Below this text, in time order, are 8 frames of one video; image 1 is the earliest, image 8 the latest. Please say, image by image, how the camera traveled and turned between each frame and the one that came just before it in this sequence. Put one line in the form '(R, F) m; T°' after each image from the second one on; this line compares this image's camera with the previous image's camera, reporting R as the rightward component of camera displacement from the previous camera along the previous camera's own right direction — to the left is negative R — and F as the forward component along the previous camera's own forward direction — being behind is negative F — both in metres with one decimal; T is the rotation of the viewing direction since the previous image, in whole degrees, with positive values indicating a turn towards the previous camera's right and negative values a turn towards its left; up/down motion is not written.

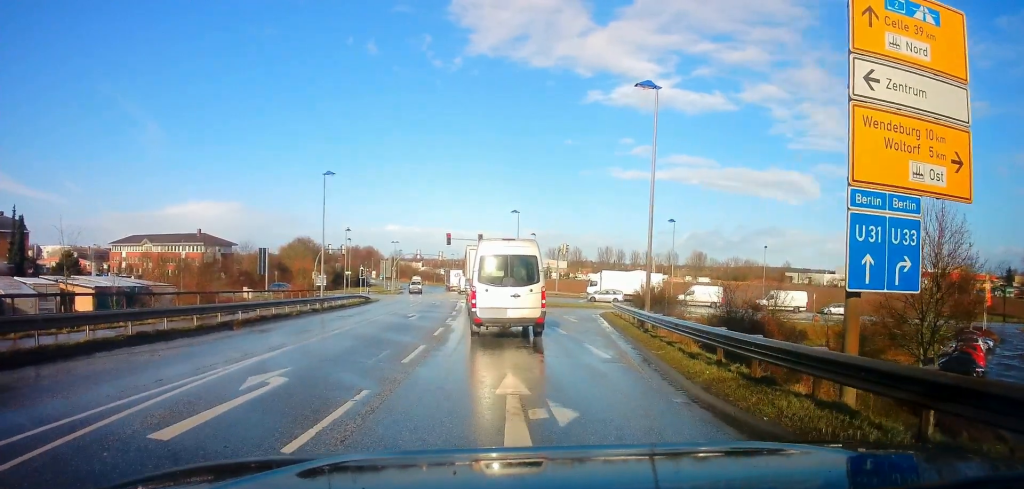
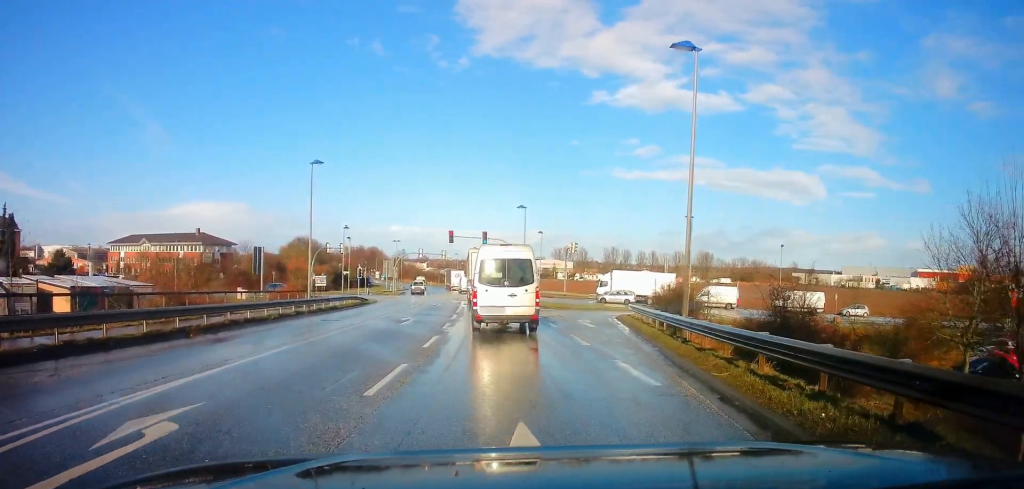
(+0.2, +3.4) m; +1°
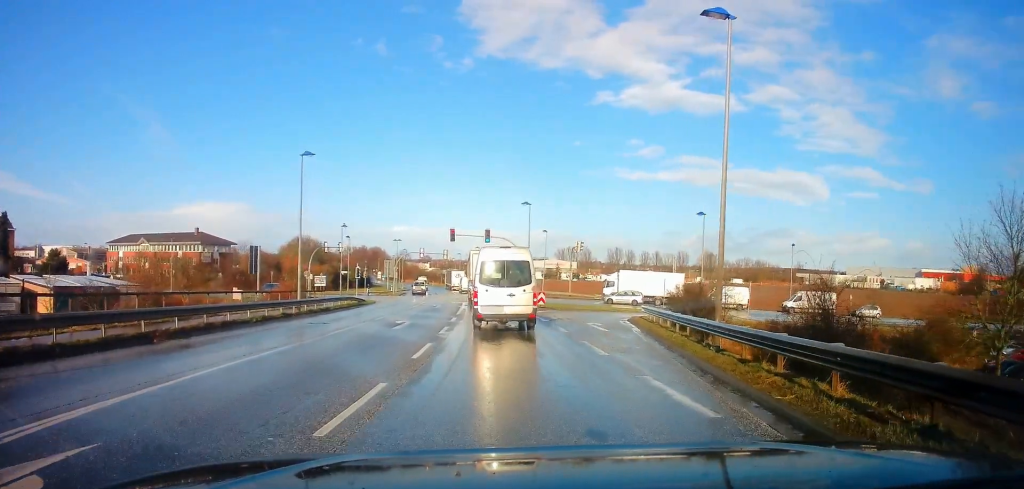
(+0.1, +2.1) m; 0°
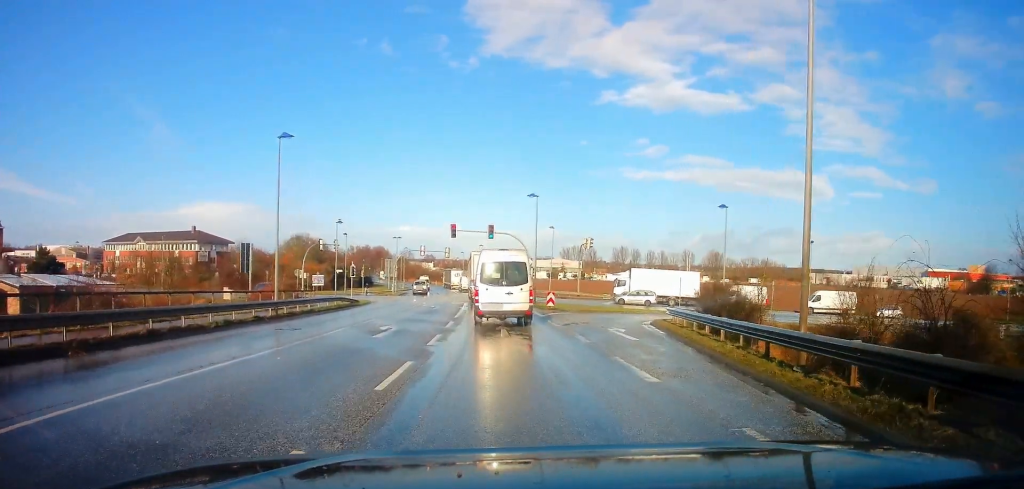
(-0.3, +3.8) m; -3°
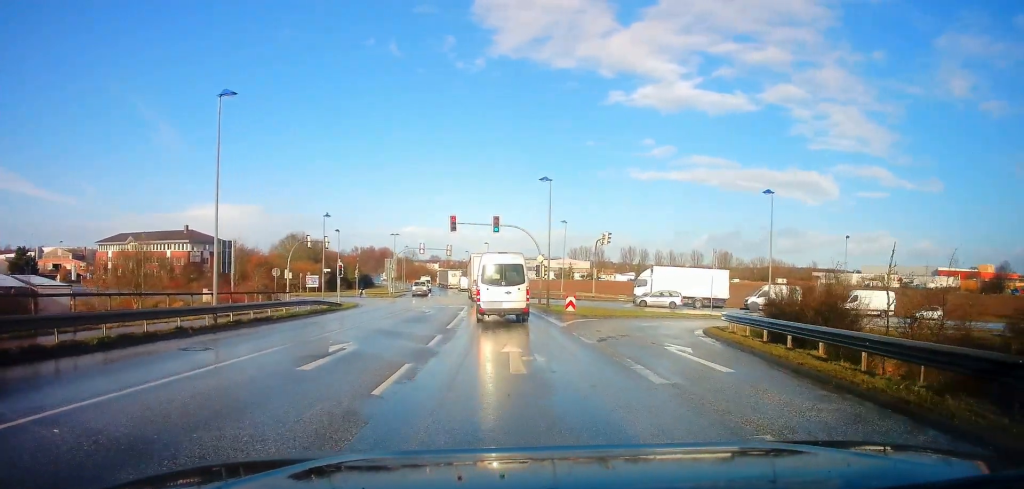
(-0.1, +6.5) m; 0°
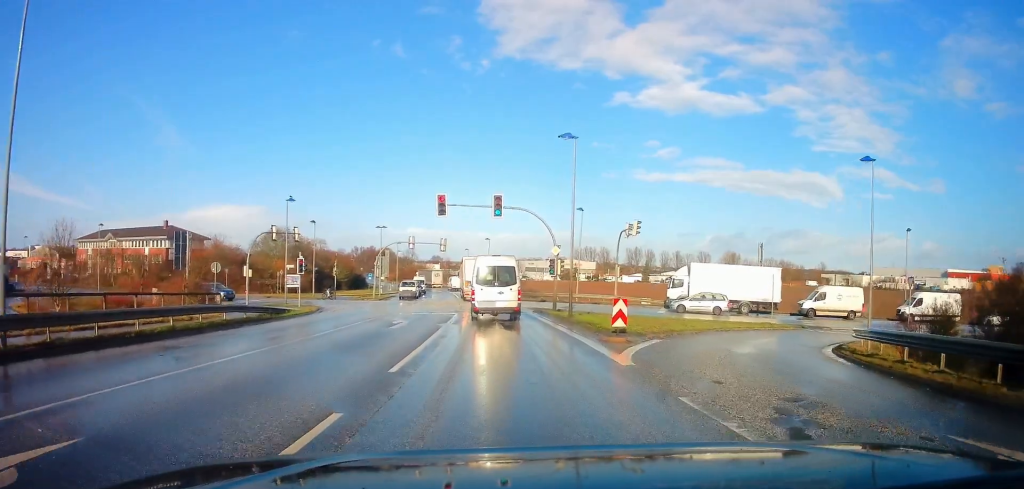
(+0.3, +10.5) m; +1°
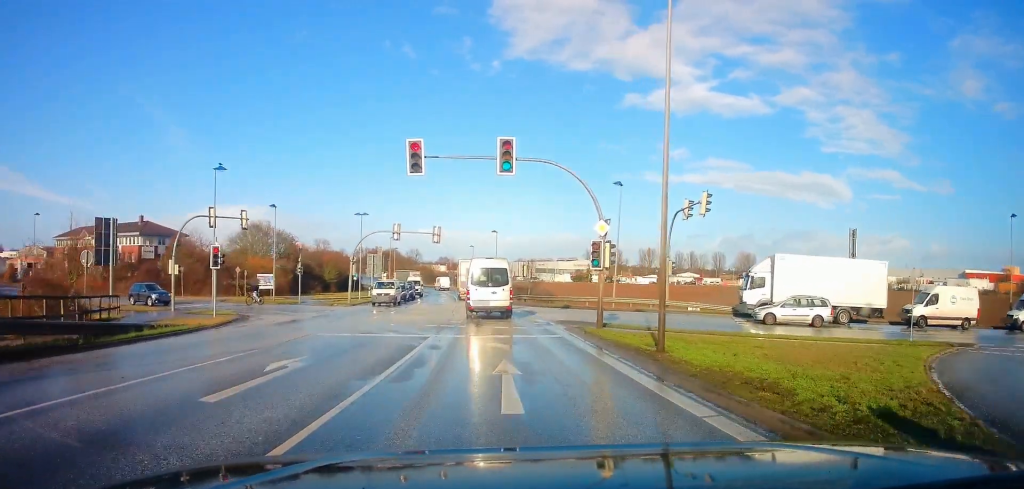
(-0.6, +13.1) m; -3°
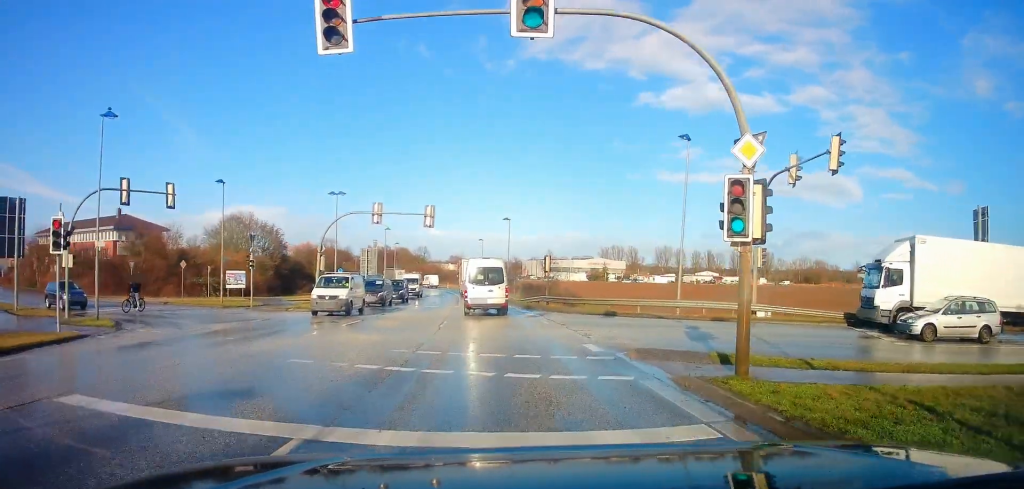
(+0.2, +11.5) m; -1°
